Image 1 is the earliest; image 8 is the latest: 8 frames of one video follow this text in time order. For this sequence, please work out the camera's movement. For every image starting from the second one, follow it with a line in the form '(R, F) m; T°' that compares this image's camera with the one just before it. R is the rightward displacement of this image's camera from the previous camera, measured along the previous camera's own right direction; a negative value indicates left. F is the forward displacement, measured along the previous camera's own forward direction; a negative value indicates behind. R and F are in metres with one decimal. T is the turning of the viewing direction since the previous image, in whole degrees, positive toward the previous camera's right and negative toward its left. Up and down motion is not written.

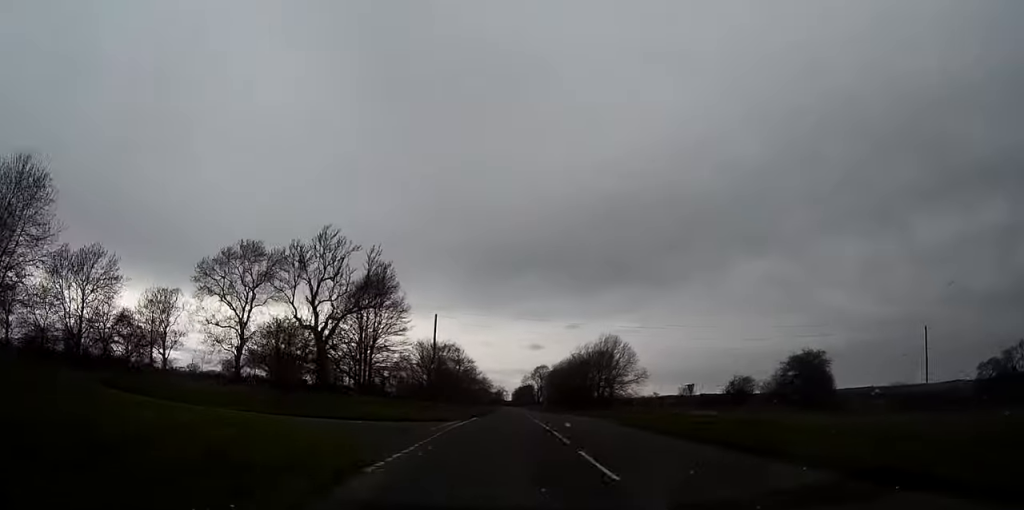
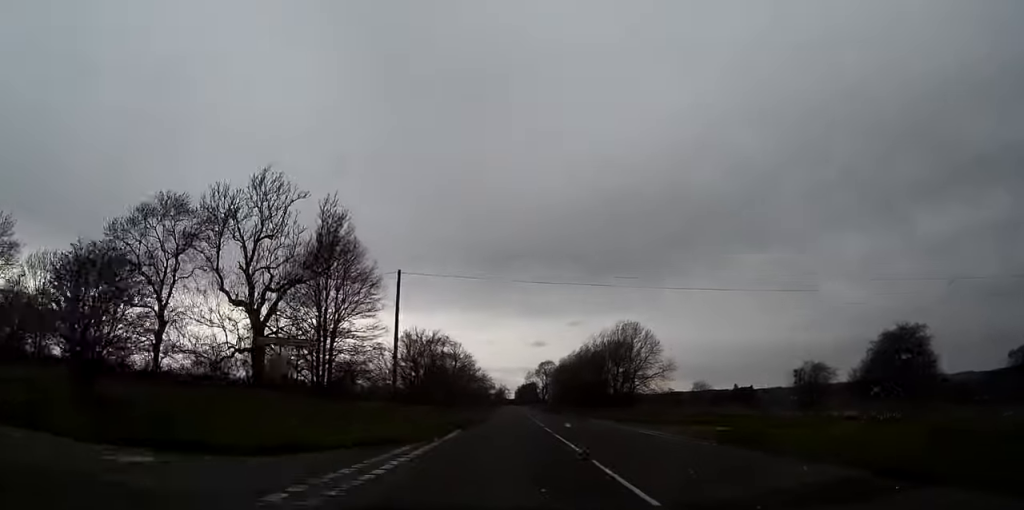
(-0.1, +20.6) m; 0°
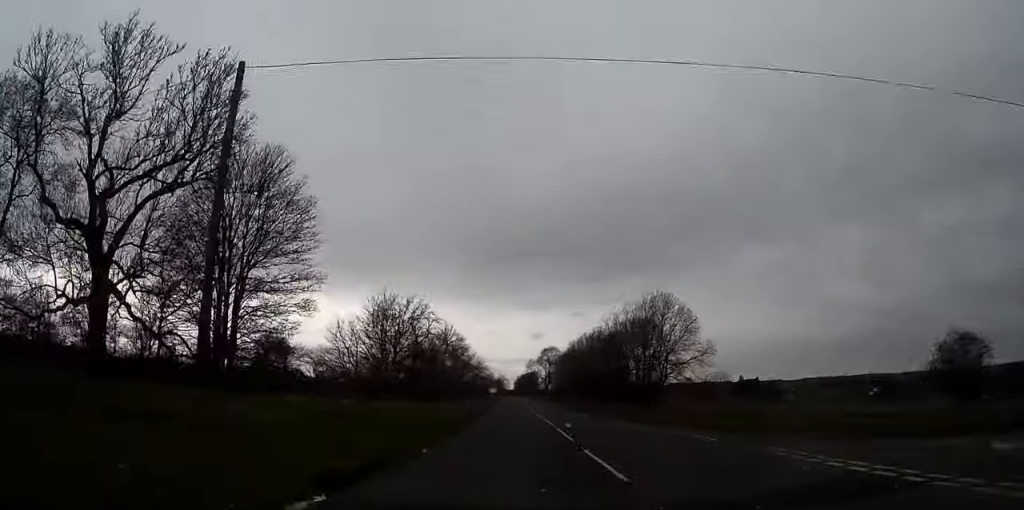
(-0.1, +24.5) m; 0°
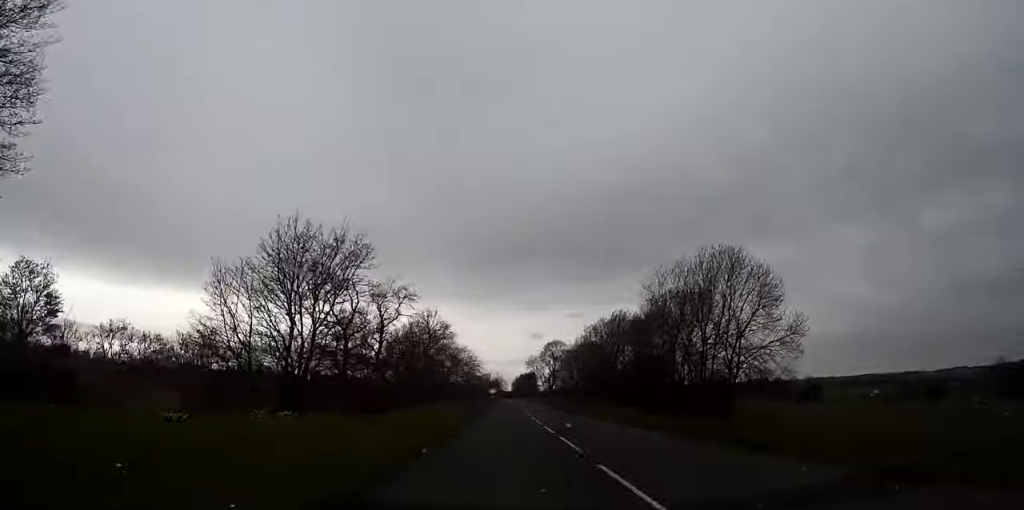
(0.0, +30.5) m; 0°
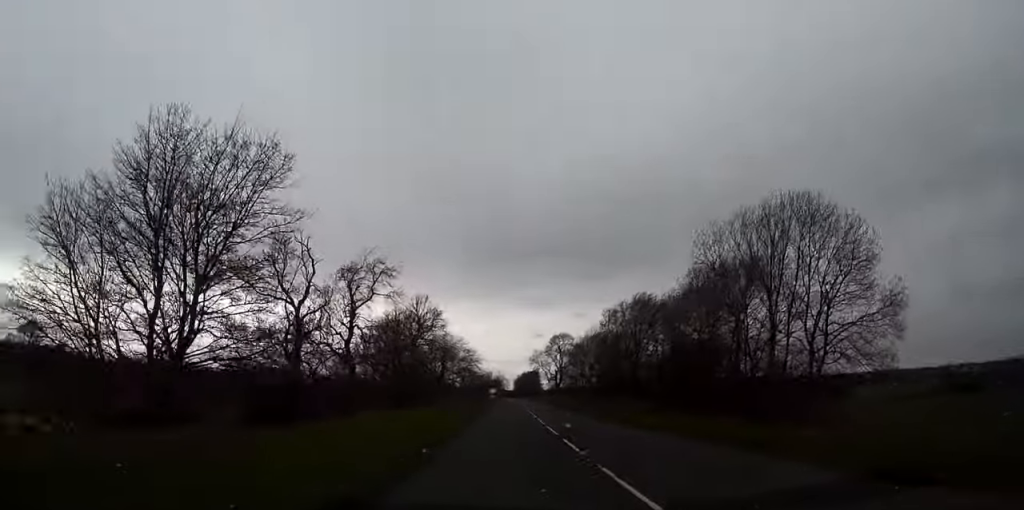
(0.0, +17.7) m; 0°
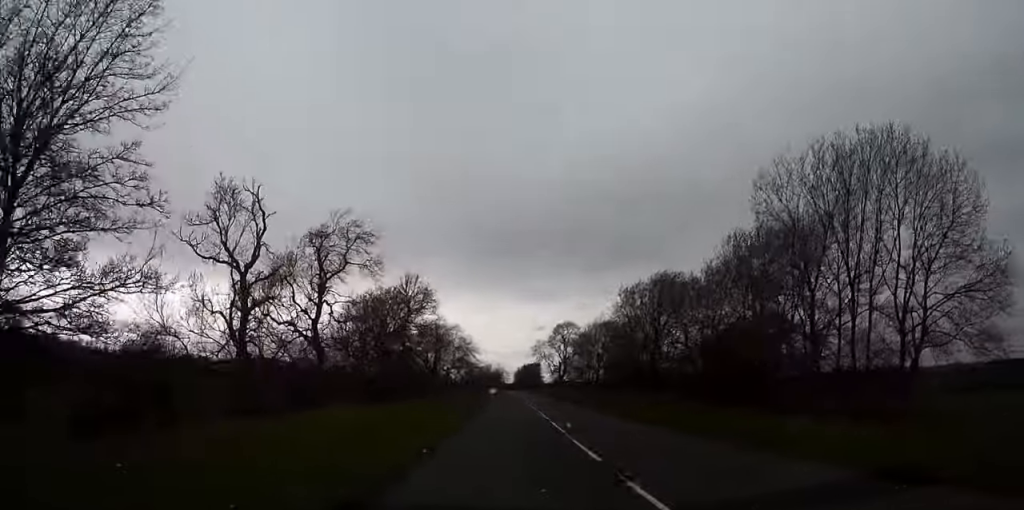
(0.0, +12.2) m; 0°
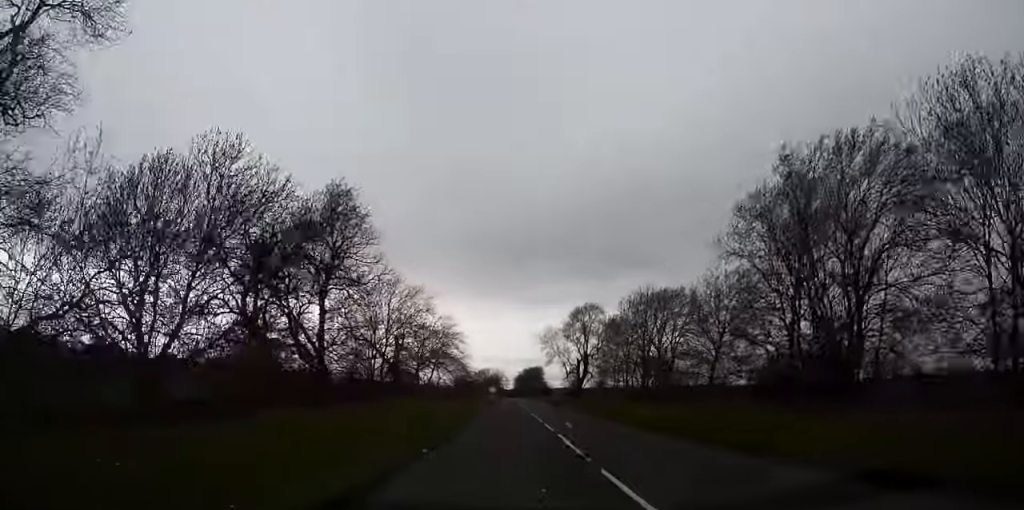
(0.0, +43.3) m; 0°
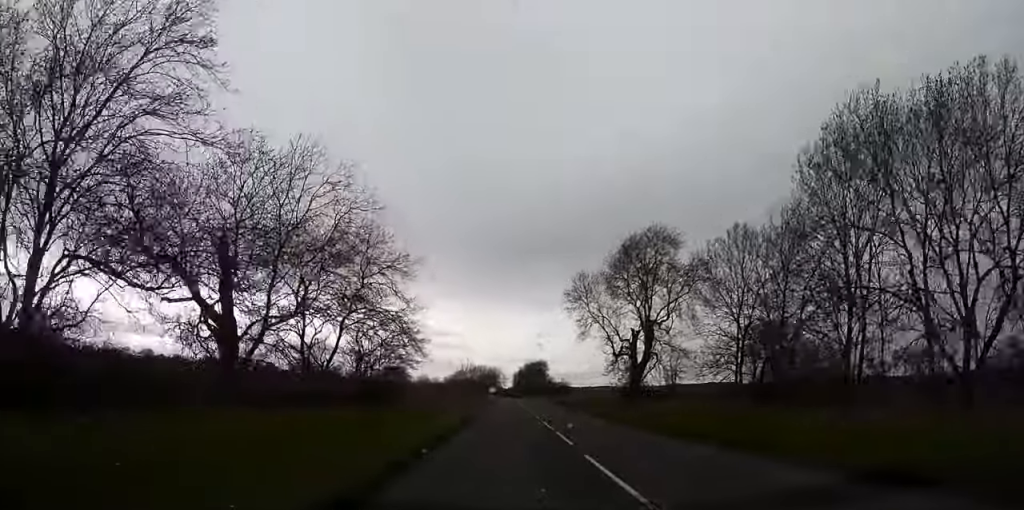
(-0.1, +51.0) m; 0°
